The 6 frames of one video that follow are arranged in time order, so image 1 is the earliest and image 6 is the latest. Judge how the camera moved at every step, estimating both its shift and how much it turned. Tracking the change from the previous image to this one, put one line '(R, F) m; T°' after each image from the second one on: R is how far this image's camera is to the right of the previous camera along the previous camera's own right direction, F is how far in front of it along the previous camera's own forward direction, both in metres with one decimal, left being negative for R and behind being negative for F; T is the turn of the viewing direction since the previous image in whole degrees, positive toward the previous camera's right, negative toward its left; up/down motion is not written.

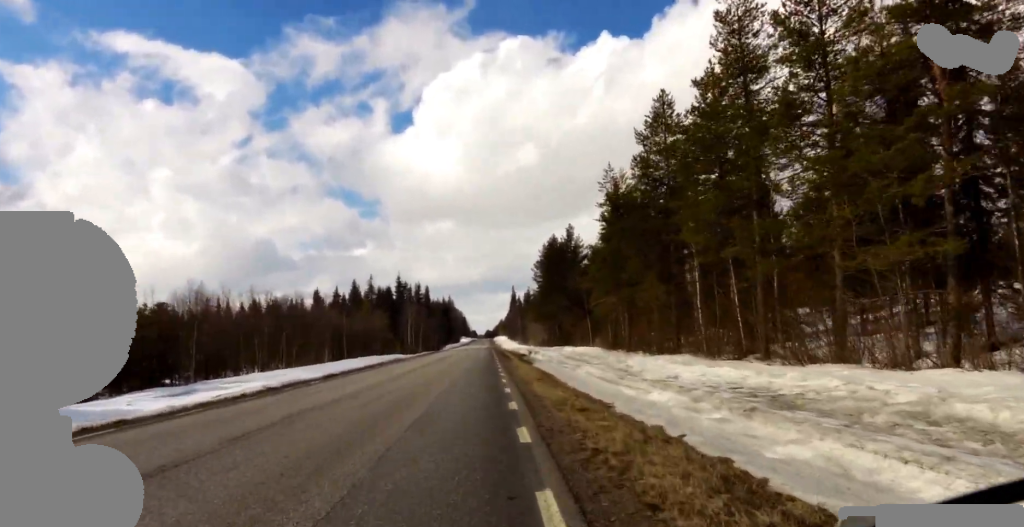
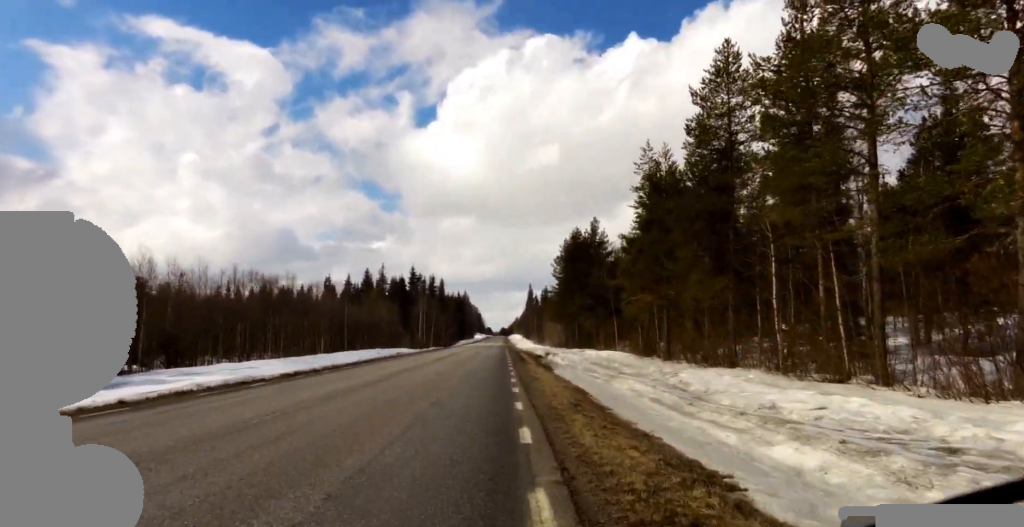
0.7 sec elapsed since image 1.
(+0.2, +5.9) m; +1°
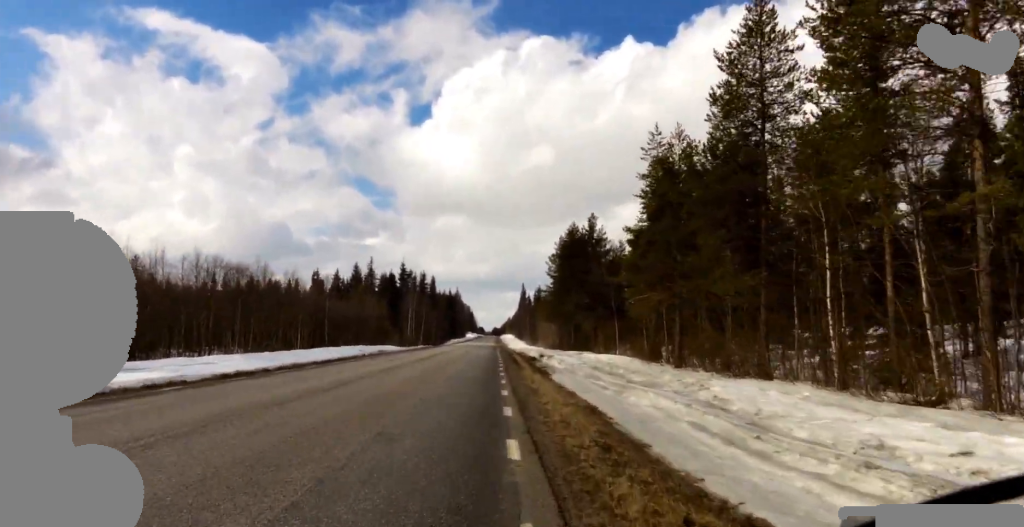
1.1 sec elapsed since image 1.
(-0.1, +3.8) m; -1°
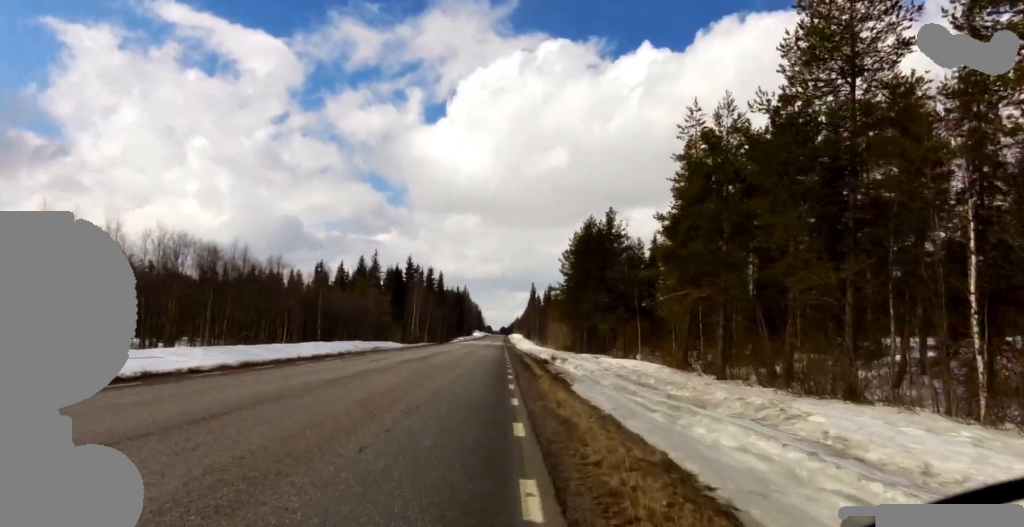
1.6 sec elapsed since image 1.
(0.0, +4.4) m; -1°
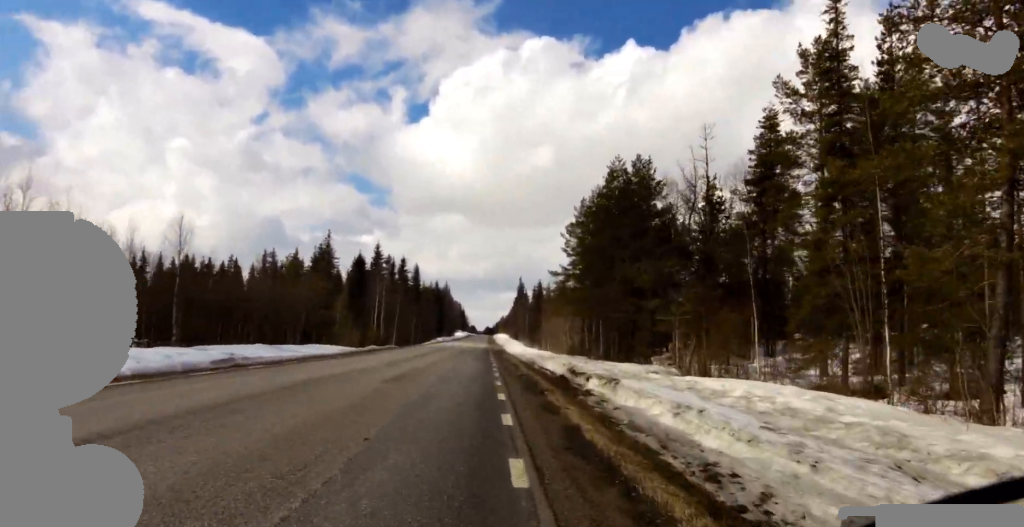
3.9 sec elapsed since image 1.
(0.0, +20.3) m; 0°
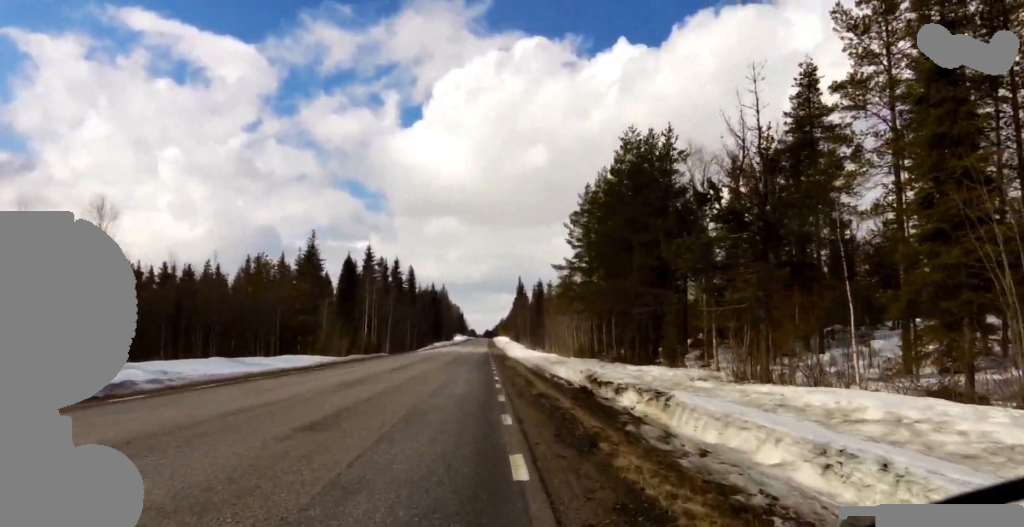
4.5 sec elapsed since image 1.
(0.0, +5.7) m; 0°
